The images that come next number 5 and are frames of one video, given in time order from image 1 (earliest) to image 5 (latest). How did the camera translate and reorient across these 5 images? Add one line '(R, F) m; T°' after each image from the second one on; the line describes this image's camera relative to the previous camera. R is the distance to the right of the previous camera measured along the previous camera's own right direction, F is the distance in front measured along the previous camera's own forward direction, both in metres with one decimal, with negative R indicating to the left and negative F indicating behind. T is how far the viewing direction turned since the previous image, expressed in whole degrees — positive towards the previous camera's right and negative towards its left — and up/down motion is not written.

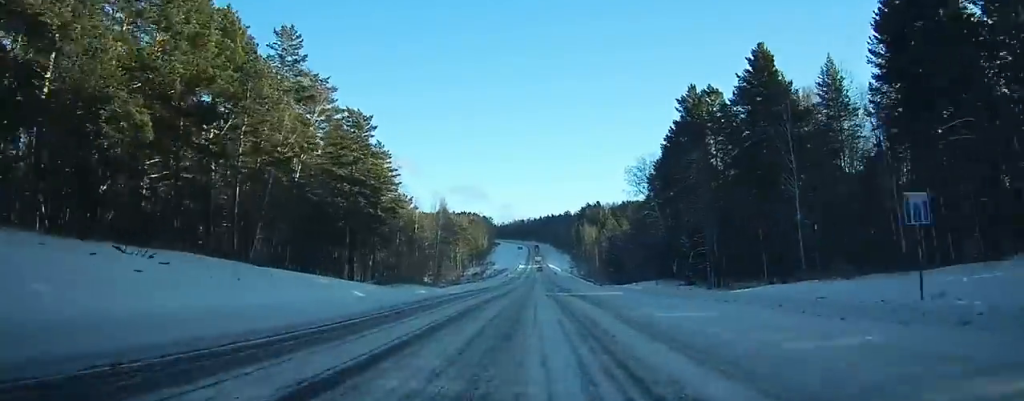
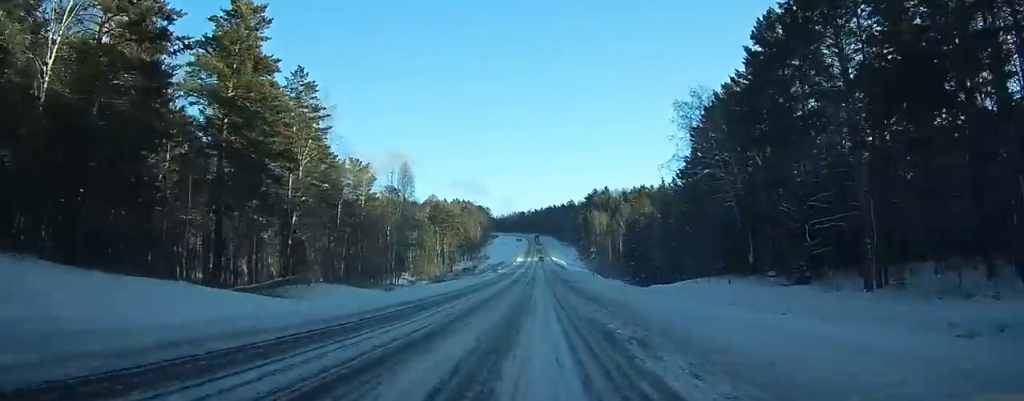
(-0.1, +36.8) m; 0°
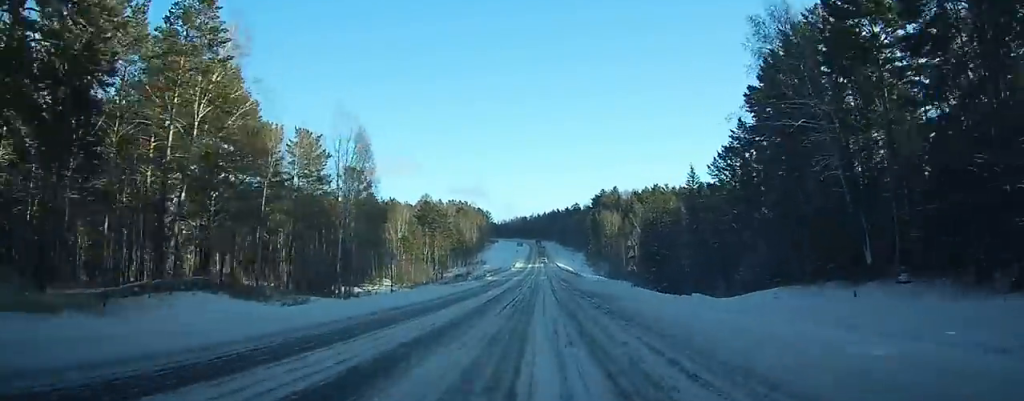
(+0.2, +24.7) m; 0°
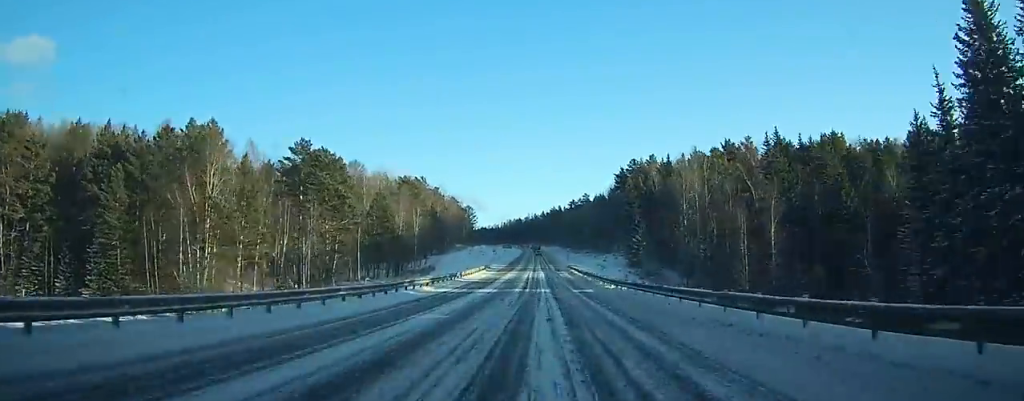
(+0.4, +98.9) m; 0°
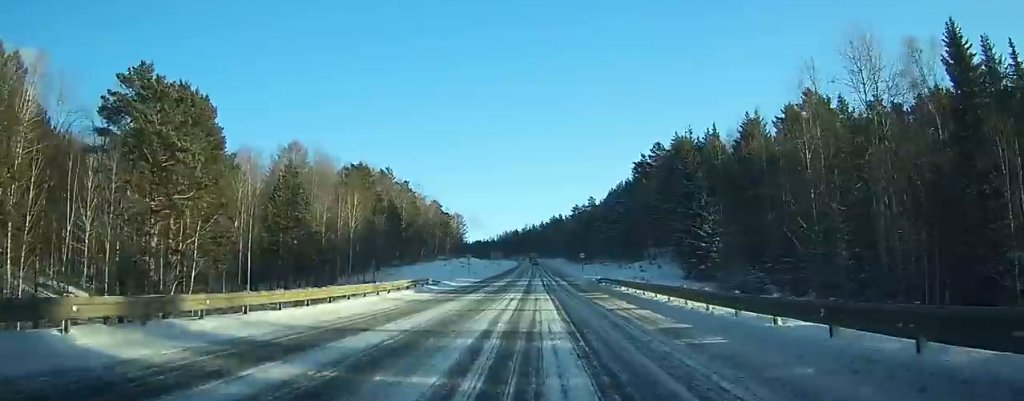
(+0.1, +41.3) m; 0°
